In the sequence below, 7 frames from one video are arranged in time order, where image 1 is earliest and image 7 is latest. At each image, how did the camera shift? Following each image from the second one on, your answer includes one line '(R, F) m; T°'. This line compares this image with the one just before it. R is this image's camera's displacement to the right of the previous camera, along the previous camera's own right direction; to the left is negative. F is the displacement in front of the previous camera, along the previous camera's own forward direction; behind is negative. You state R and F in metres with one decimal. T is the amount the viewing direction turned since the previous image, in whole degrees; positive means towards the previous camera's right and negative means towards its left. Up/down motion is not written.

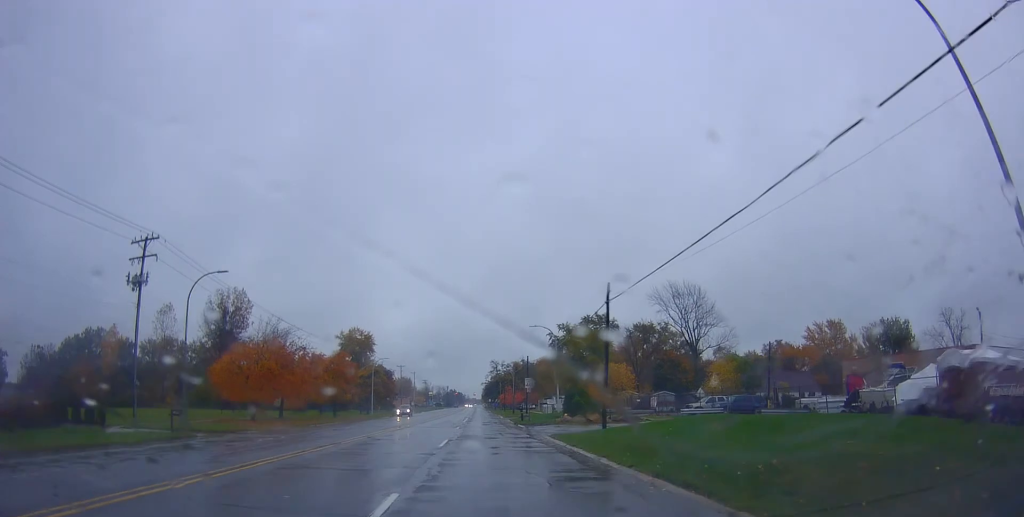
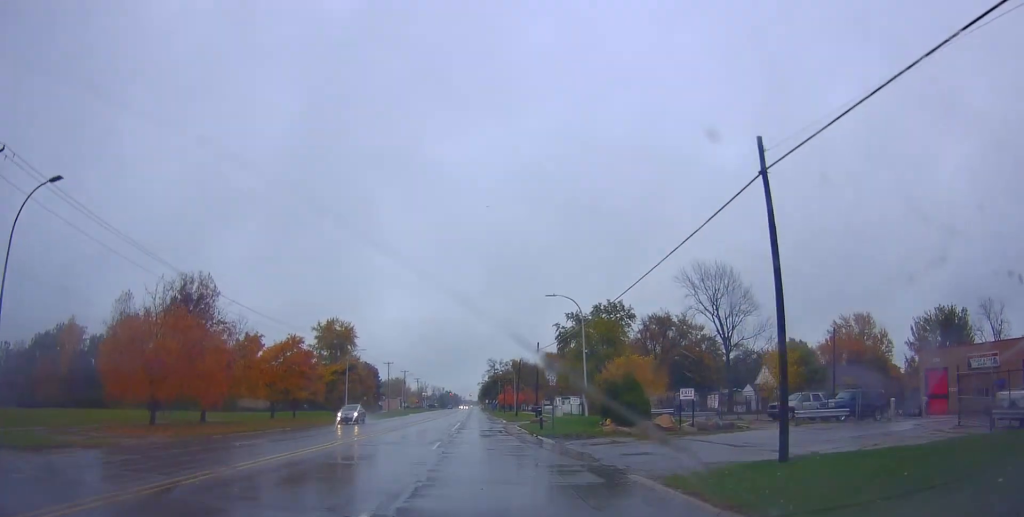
(-0.2, +16.5) m; 0°
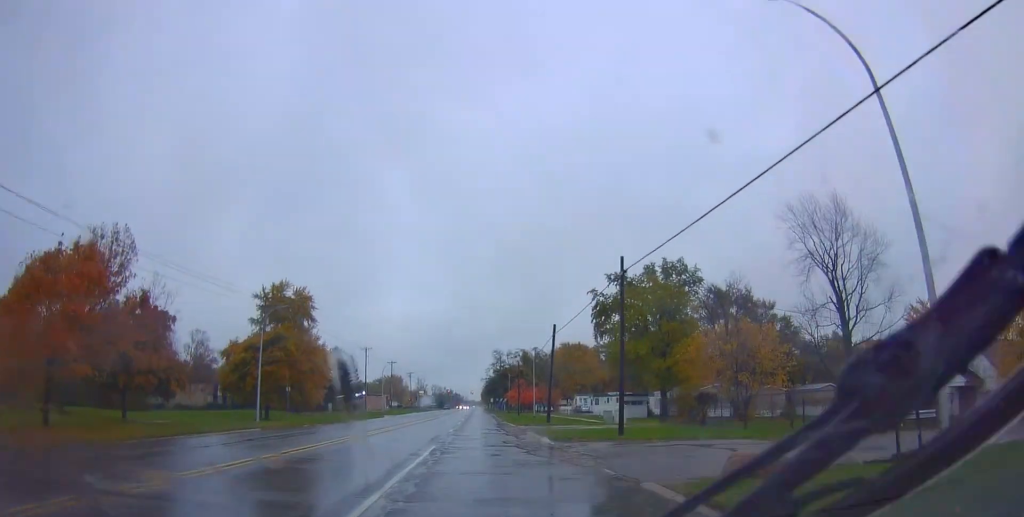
(+0.7, +33.3) m; +1°
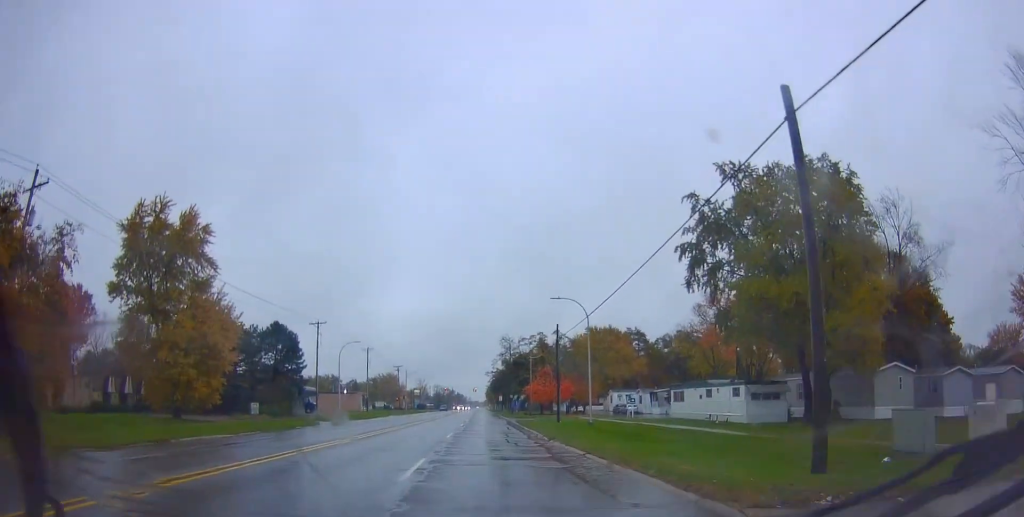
(-1.3, +37.1) m; -1°
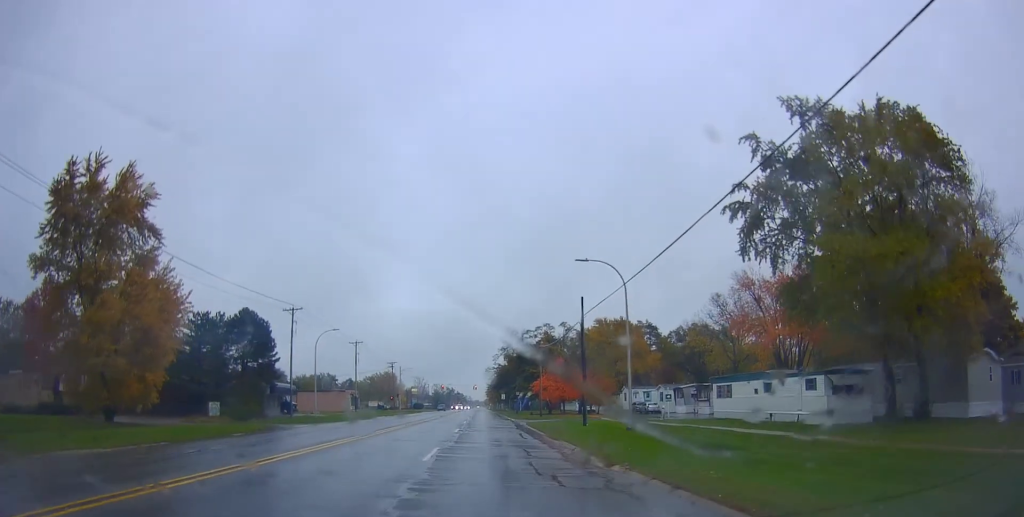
(+0.2, +10.8) m; +1°
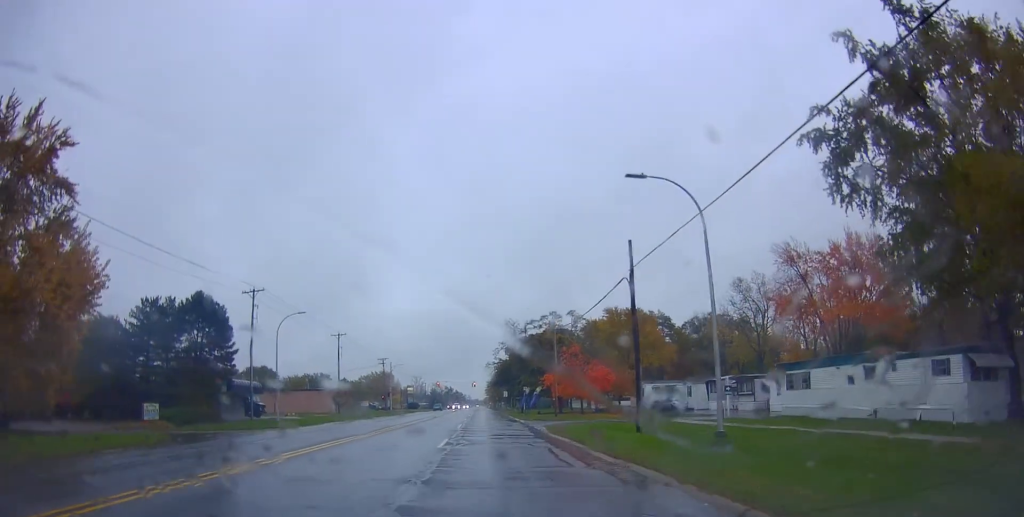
(+0.2, +11.9) m; +1°
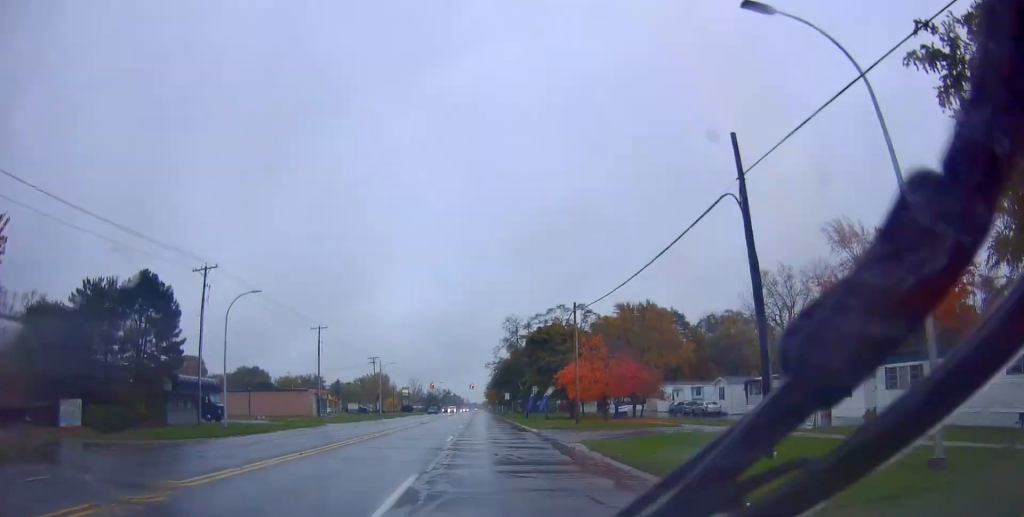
(0.0, +10.6) m; 0°
